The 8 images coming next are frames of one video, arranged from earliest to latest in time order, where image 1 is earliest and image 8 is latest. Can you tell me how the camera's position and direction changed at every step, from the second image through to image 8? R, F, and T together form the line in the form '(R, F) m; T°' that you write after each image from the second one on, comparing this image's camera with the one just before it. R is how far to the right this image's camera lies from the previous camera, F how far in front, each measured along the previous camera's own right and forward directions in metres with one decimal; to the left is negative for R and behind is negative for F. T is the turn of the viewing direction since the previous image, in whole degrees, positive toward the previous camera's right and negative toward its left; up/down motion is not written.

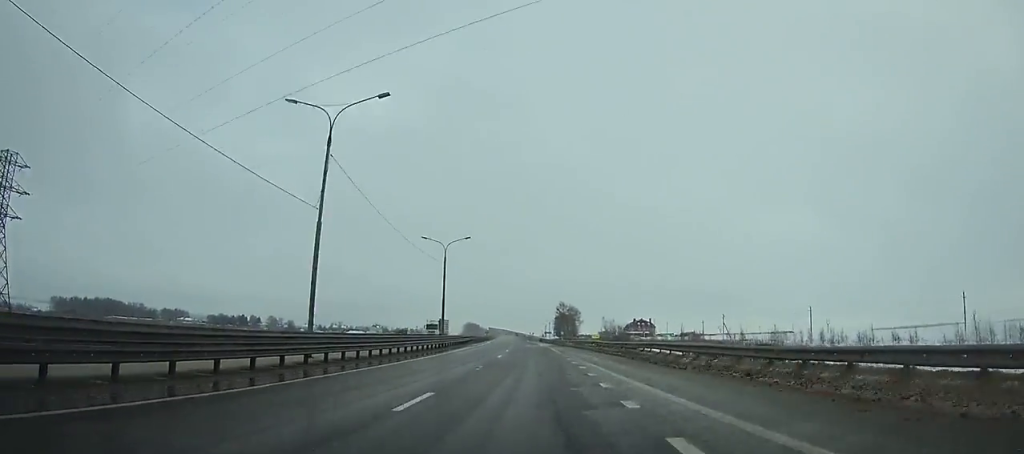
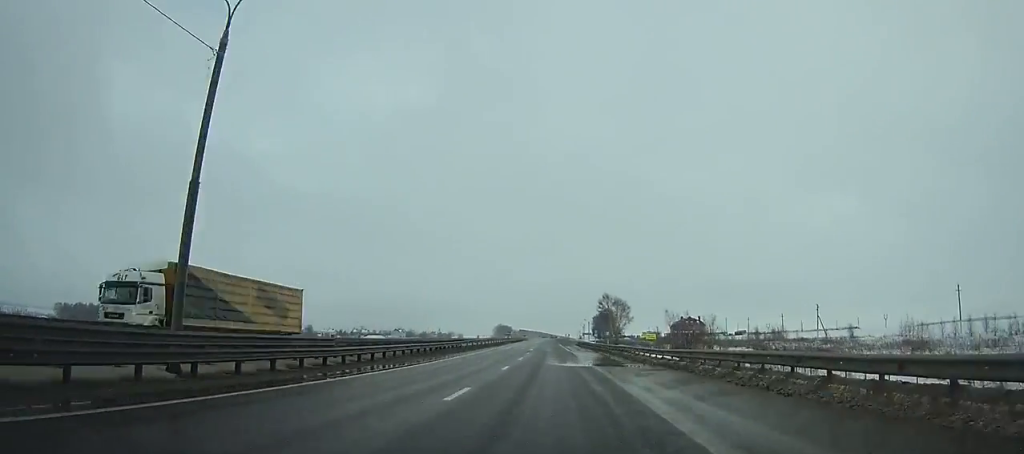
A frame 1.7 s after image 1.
(-0.8, +44.5) m; -2°
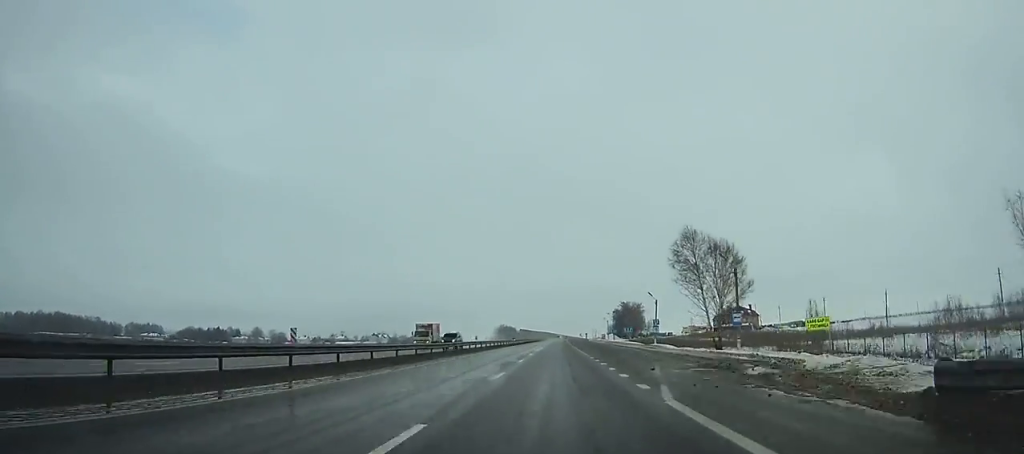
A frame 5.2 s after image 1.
(-2.4, +91.4) m; -1°
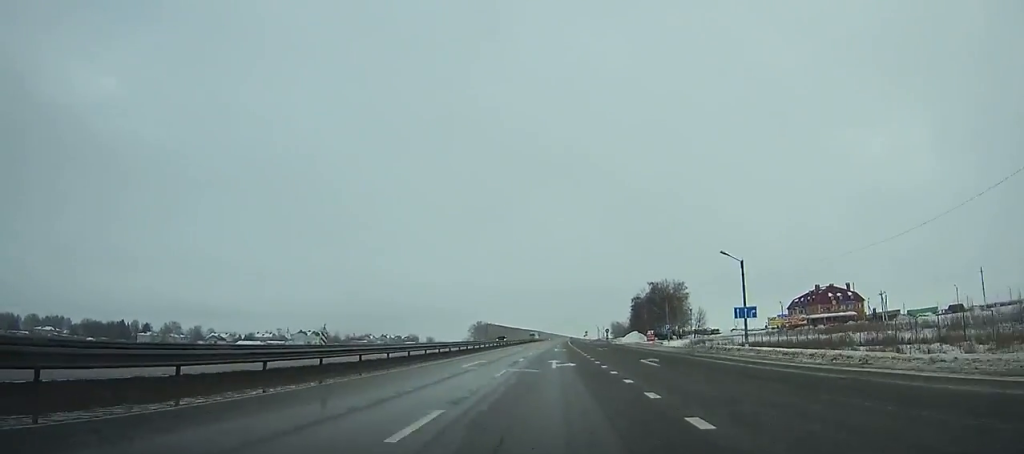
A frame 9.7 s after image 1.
(+0.3, +117.7) m; +1°
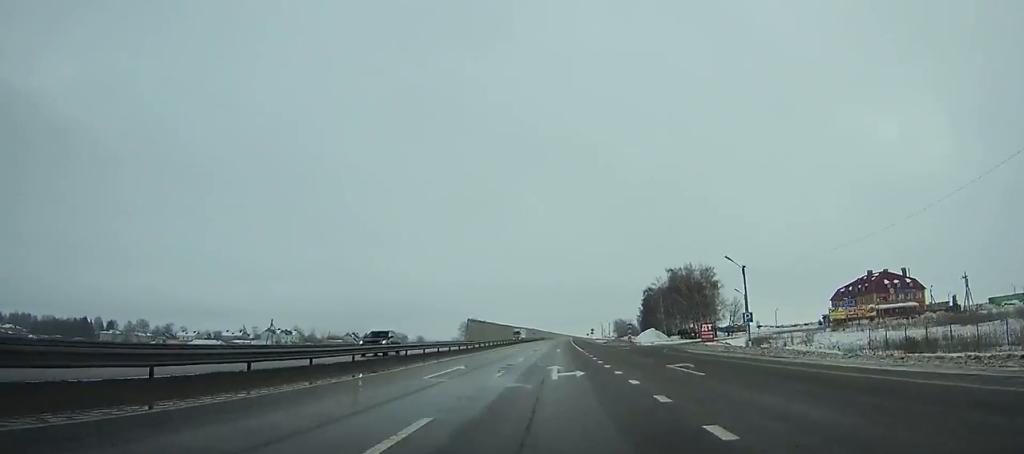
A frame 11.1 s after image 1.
(+0.1, +36.9) m; 0°
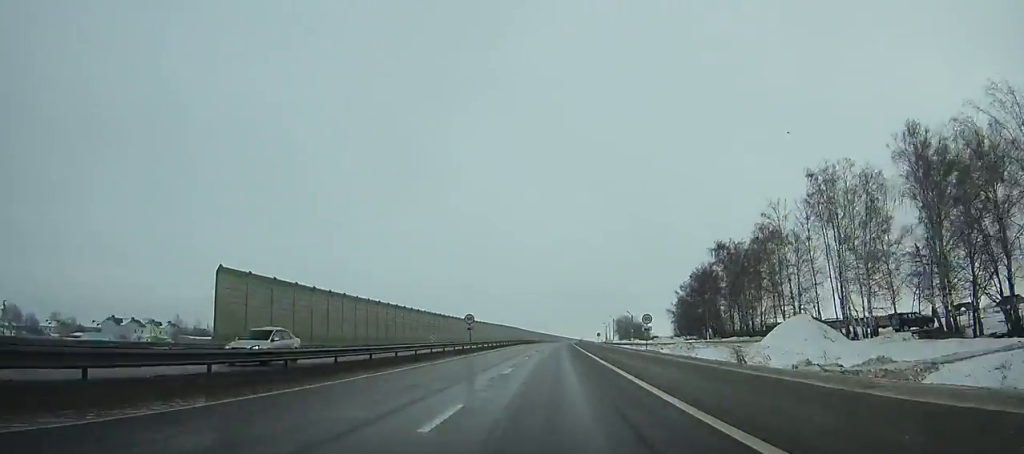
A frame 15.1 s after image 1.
(+1.3, +106.2) m; +2°
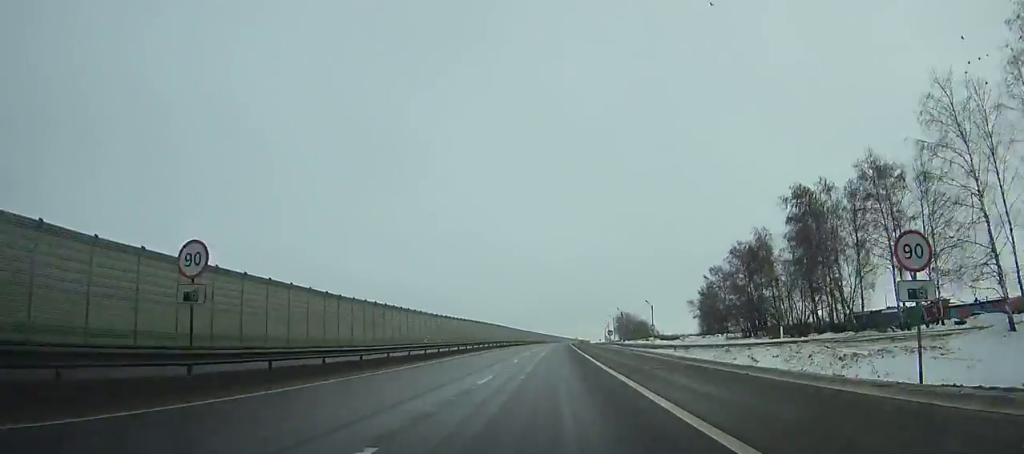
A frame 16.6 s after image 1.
(+0.1, +40.3) m; +1°
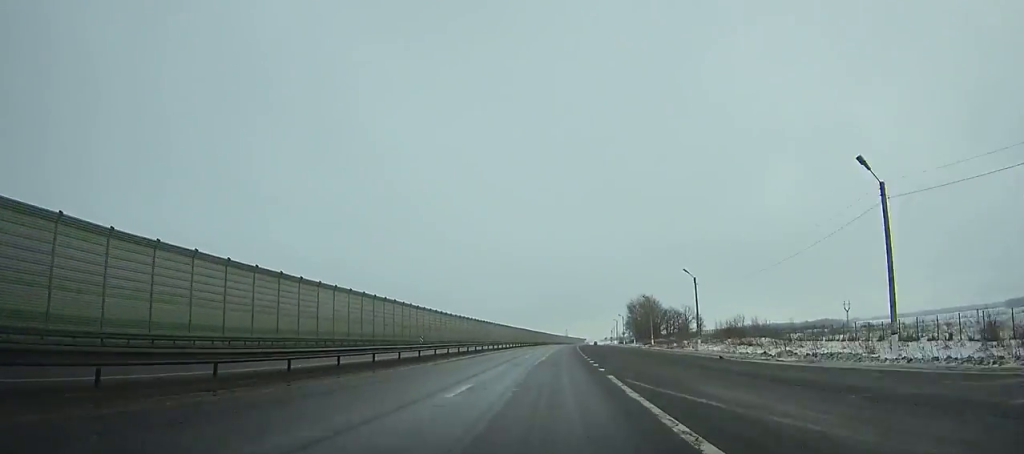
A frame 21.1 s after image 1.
(+1.9, +122.2) m; +2°
